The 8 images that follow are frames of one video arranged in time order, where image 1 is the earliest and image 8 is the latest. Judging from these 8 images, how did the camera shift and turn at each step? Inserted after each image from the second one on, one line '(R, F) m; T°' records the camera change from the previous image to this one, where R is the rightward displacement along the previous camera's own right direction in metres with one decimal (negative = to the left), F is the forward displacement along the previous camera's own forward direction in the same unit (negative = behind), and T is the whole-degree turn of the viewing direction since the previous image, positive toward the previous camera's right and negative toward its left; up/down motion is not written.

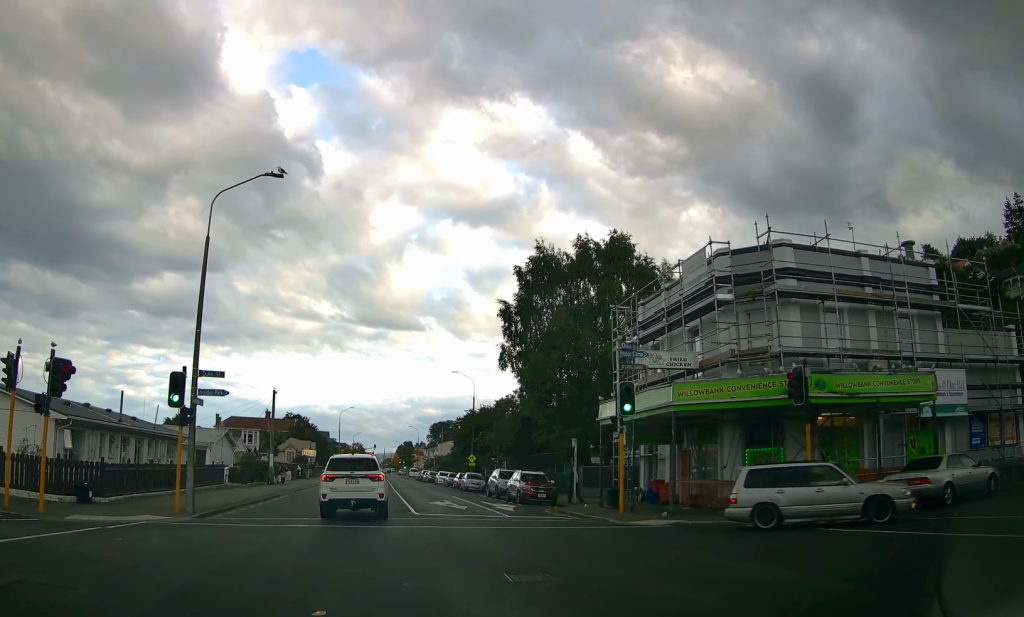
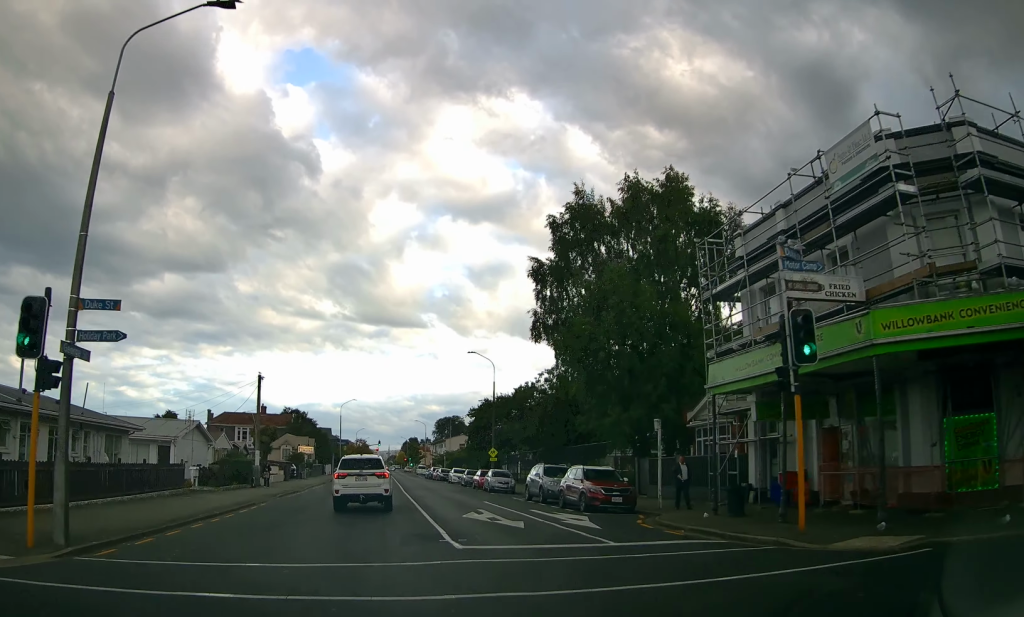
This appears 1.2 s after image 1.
(-1.8, +10.4) m; -11°
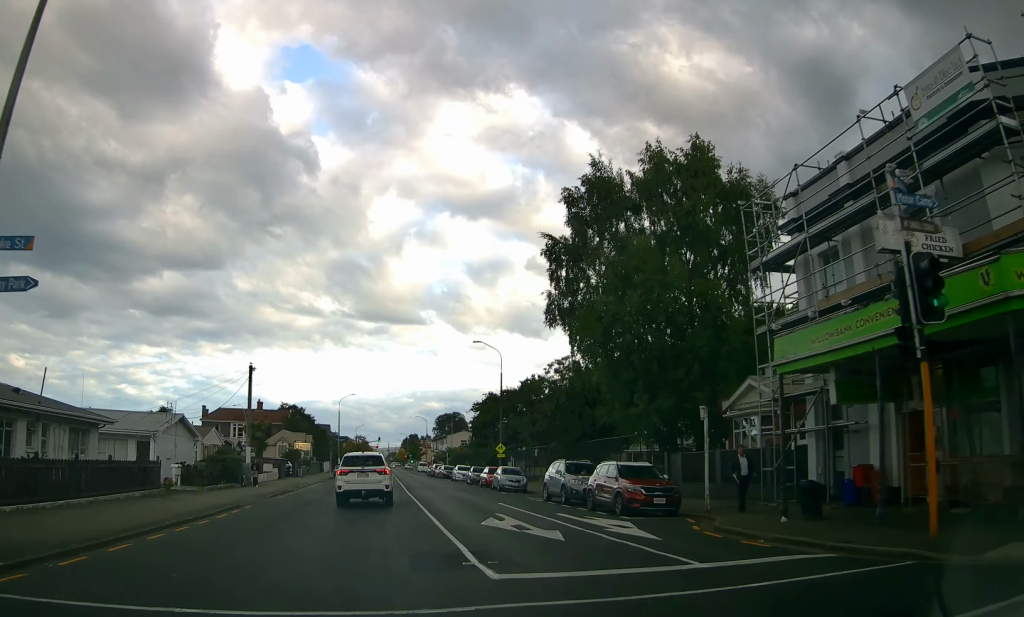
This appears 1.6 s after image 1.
(0.0, +3.8) m; -1°
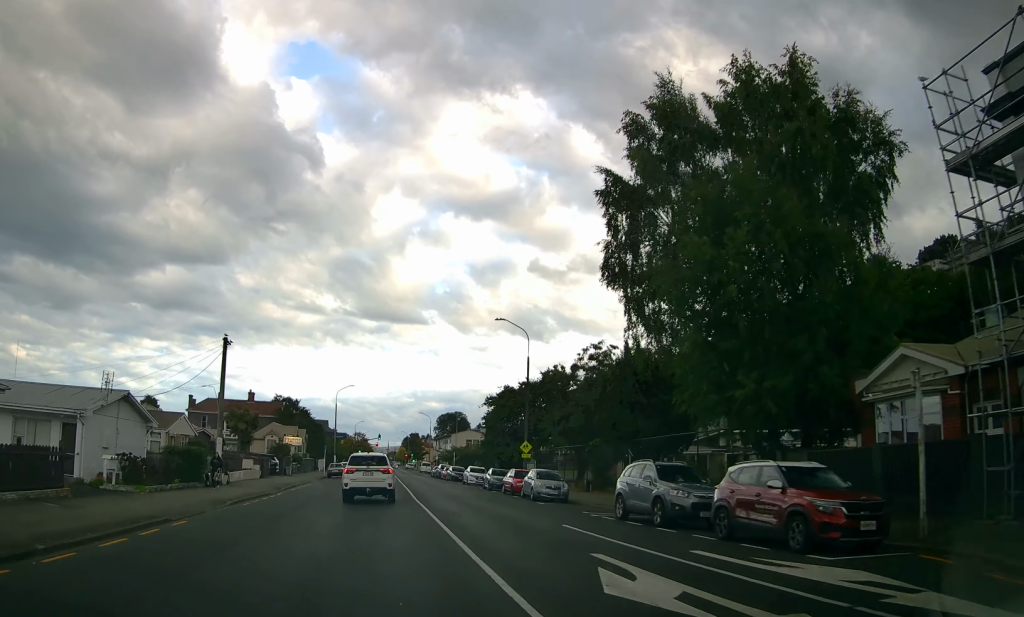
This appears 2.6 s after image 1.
(-0.1, +9.4) m; -1°
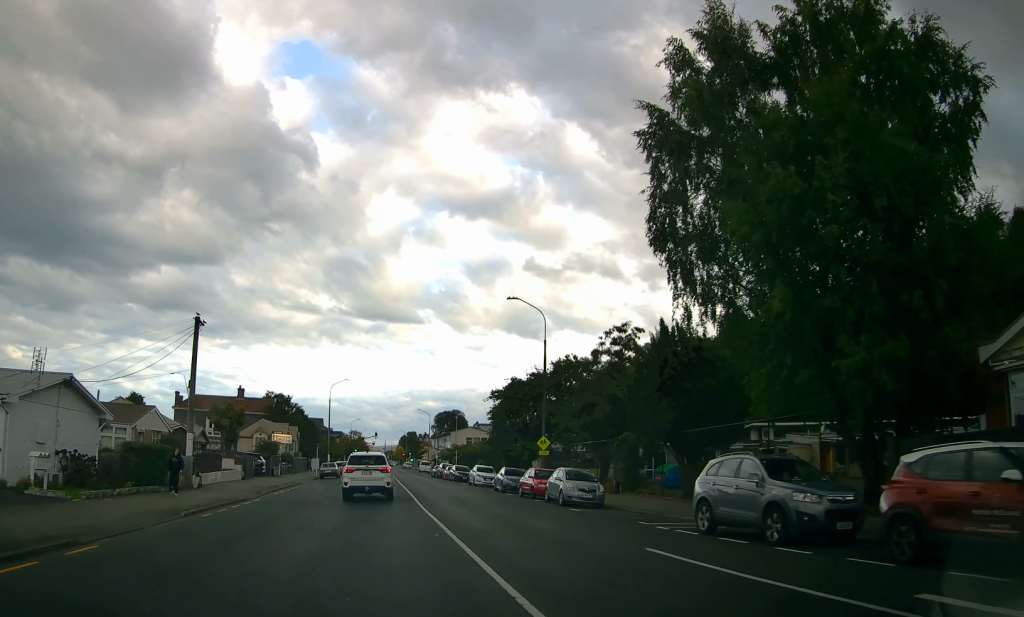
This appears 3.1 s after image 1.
(0.0, +5.6) m; 0°
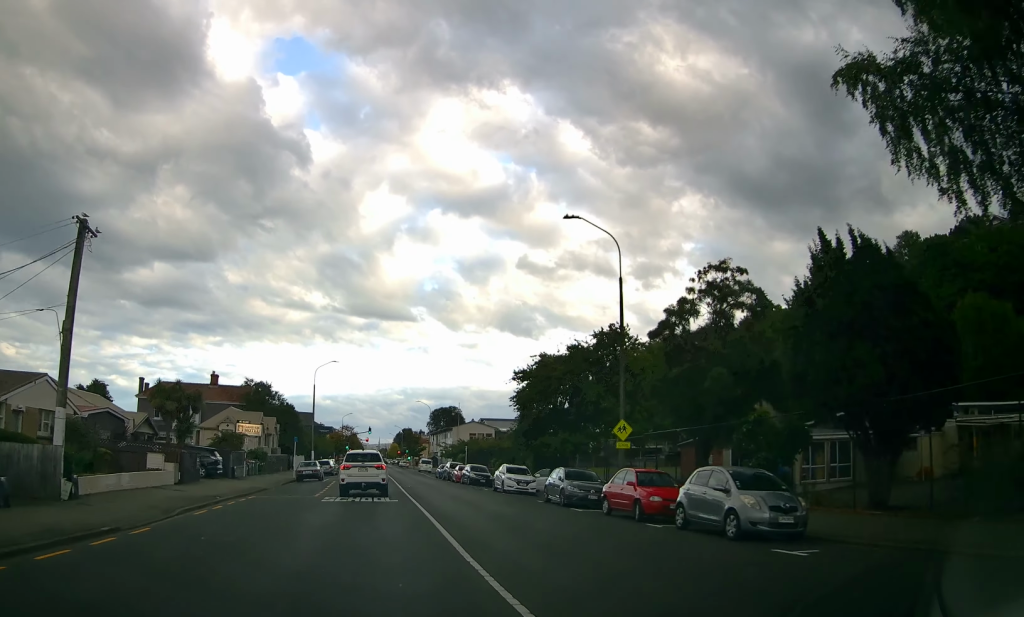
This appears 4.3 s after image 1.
(+0.5, +13.7) m; +5°
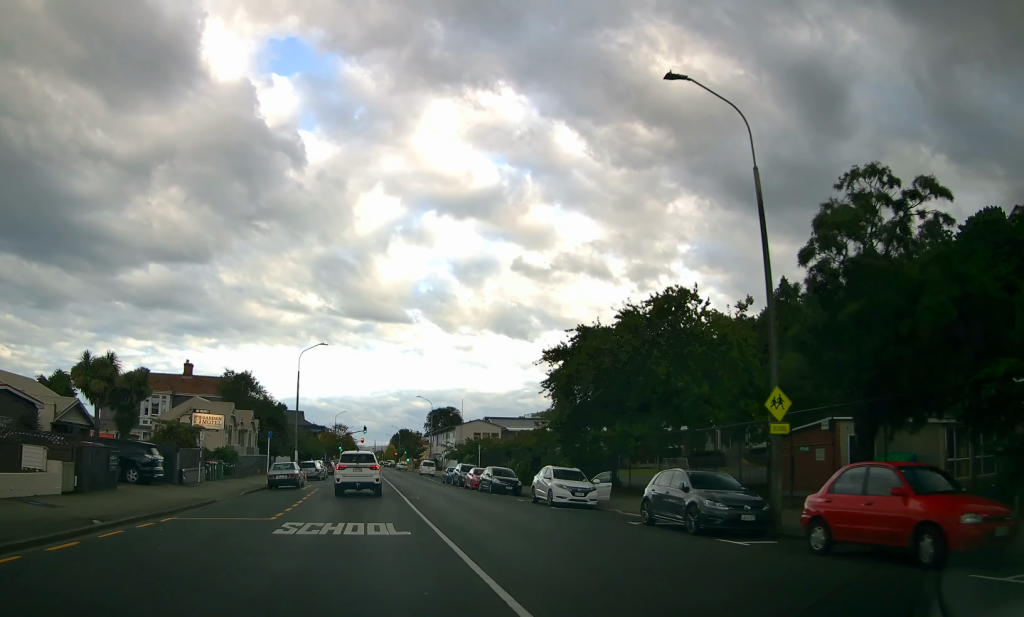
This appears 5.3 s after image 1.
(+0.5, +11.0) m; 0°
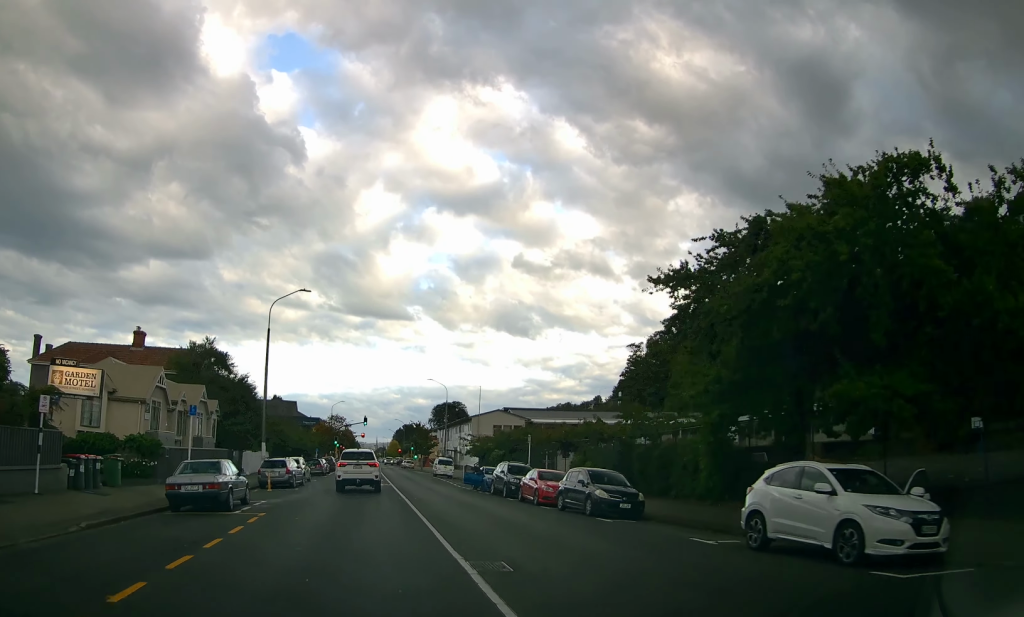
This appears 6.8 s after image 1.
(0.0, +17.6) m; +1°
